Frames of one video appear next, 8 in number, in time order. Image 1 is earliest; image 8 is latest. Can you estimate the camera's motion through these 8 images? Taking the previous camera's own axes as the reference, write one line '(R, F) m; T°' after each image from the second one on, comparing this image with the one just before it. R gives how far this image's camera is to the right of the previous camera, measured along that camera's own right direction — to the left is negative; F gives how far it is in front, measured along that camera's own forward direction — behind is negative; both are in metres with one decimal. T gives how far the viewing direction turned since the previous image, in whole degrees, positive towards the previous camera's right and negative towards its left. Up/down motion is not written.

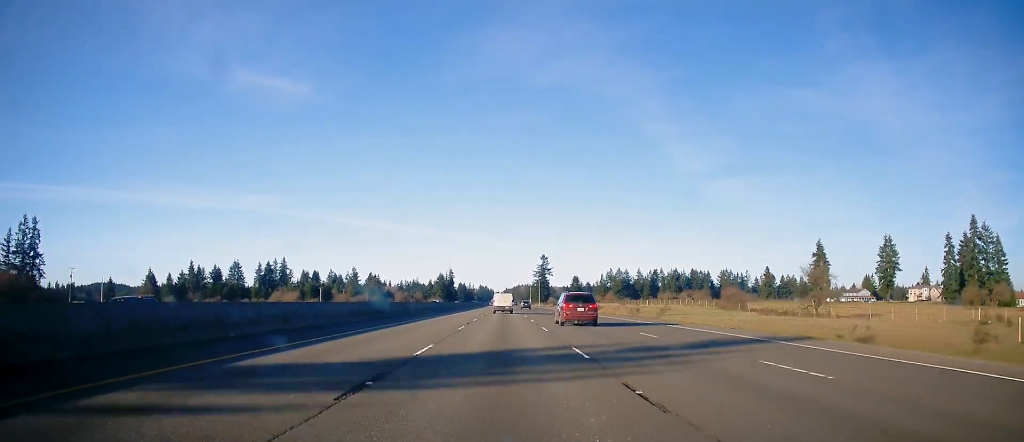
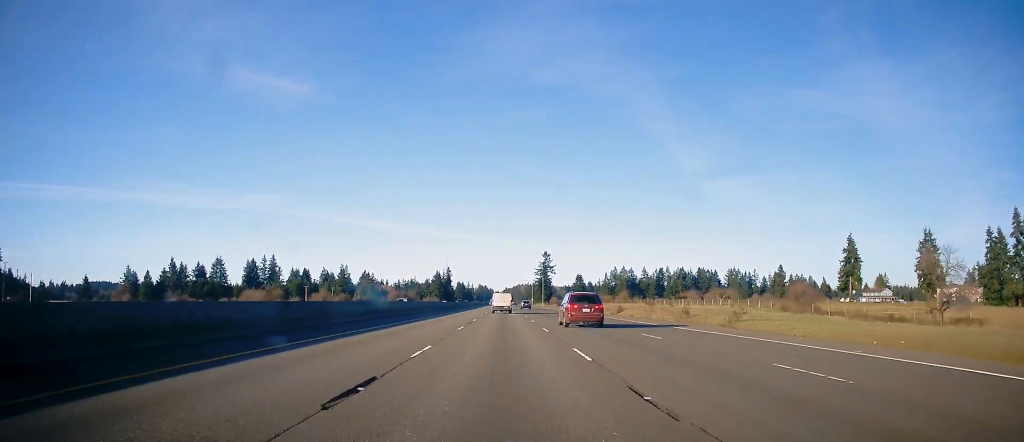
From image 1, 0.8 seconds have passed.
(0.0, +24.9) m; 0°
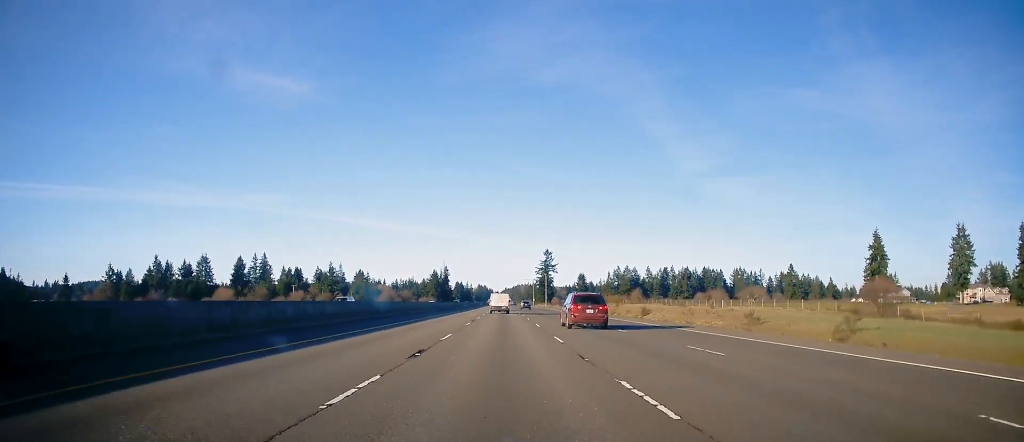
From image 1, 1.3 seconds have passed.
(-0.1, +18.5) m; -1°
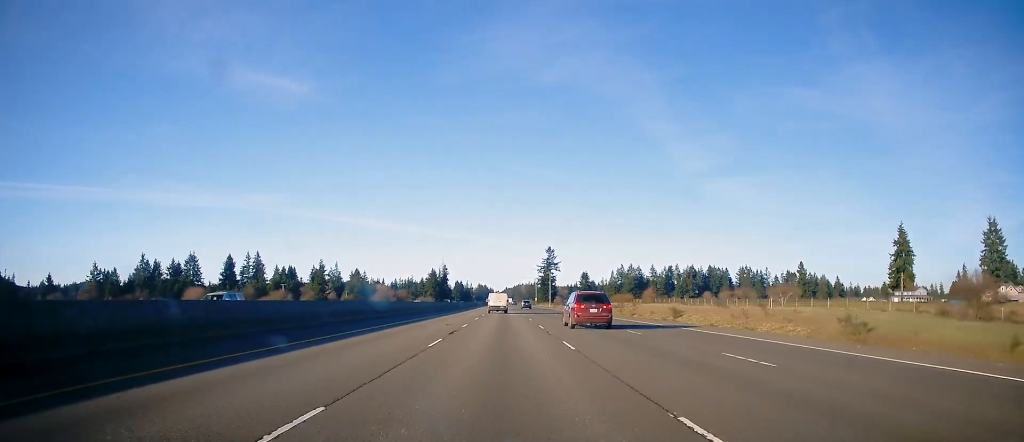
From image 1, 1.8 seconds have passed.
(-0.1, +15.3) m; 0°
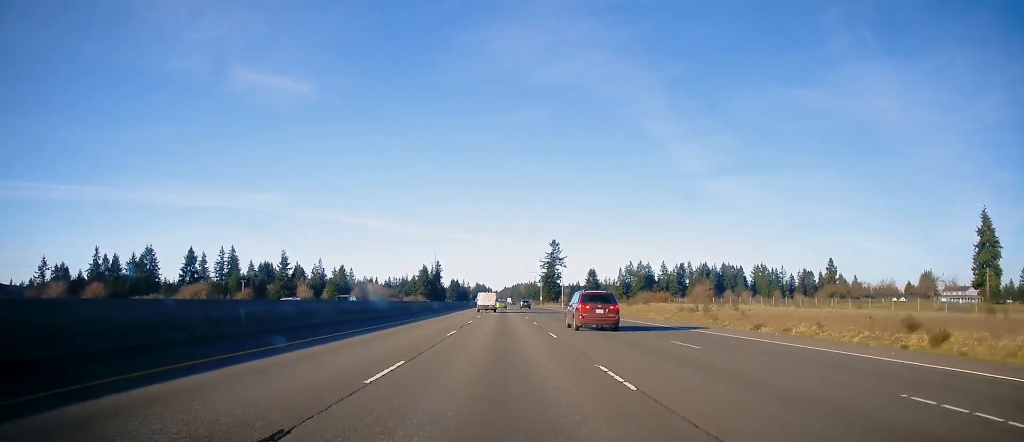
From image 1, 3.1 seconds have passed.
(+0.2, +43.9) m; +1°
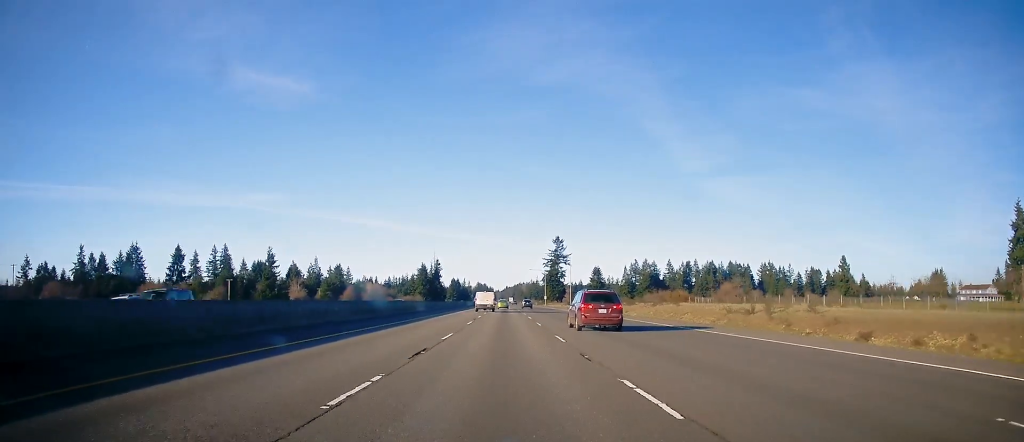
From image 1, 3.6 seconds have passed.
(+0.2, +14.3) m; 0°
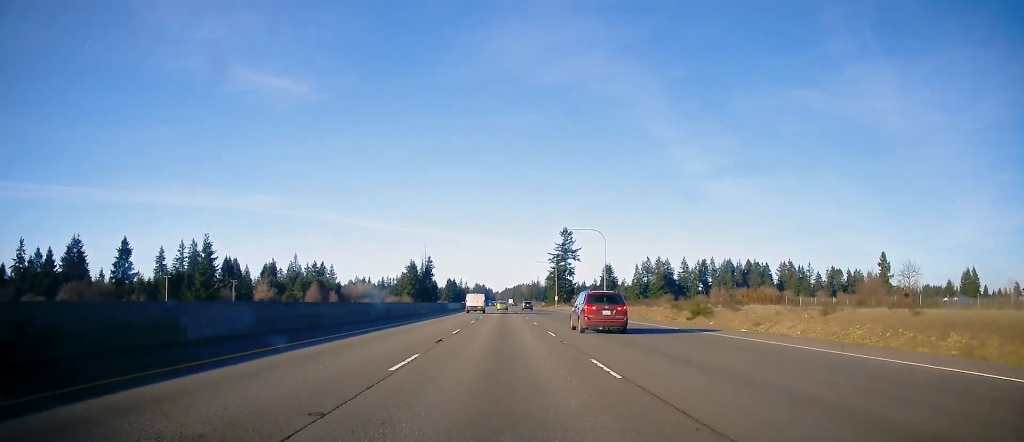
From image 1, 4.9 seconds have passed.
(-0.4, +45.1) m; -1°
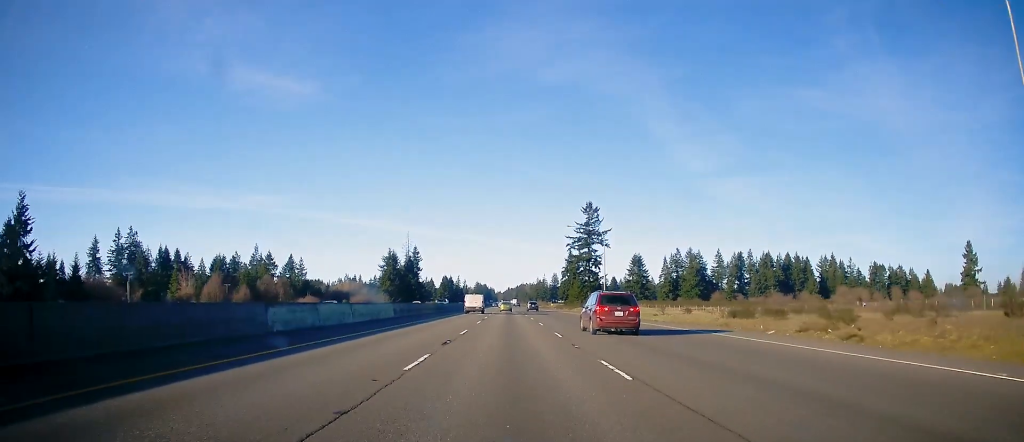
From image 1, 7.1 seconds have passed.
(-0.7, +73.3) m; -1°
